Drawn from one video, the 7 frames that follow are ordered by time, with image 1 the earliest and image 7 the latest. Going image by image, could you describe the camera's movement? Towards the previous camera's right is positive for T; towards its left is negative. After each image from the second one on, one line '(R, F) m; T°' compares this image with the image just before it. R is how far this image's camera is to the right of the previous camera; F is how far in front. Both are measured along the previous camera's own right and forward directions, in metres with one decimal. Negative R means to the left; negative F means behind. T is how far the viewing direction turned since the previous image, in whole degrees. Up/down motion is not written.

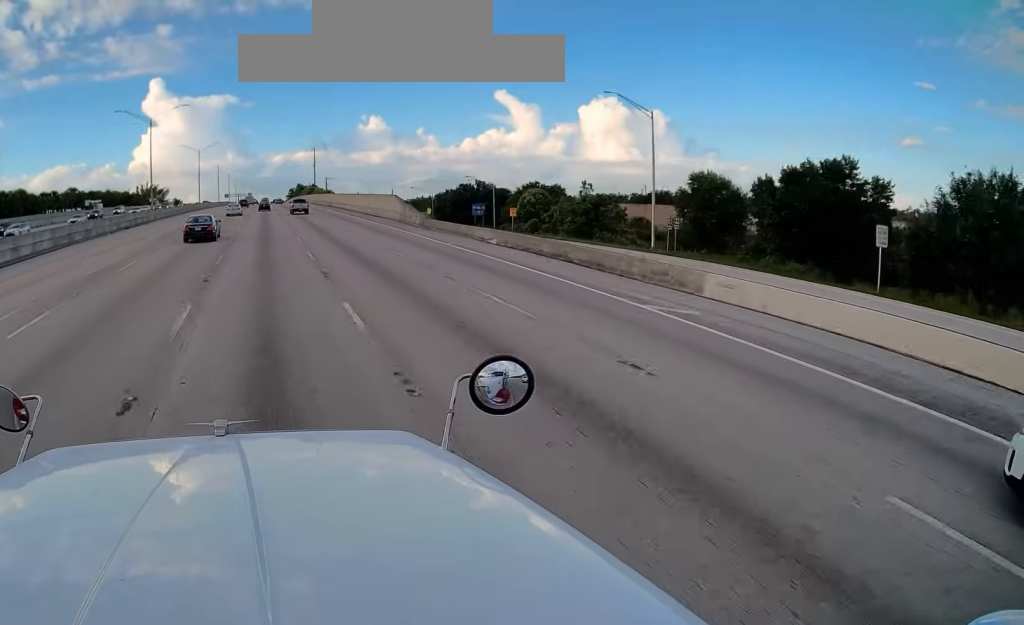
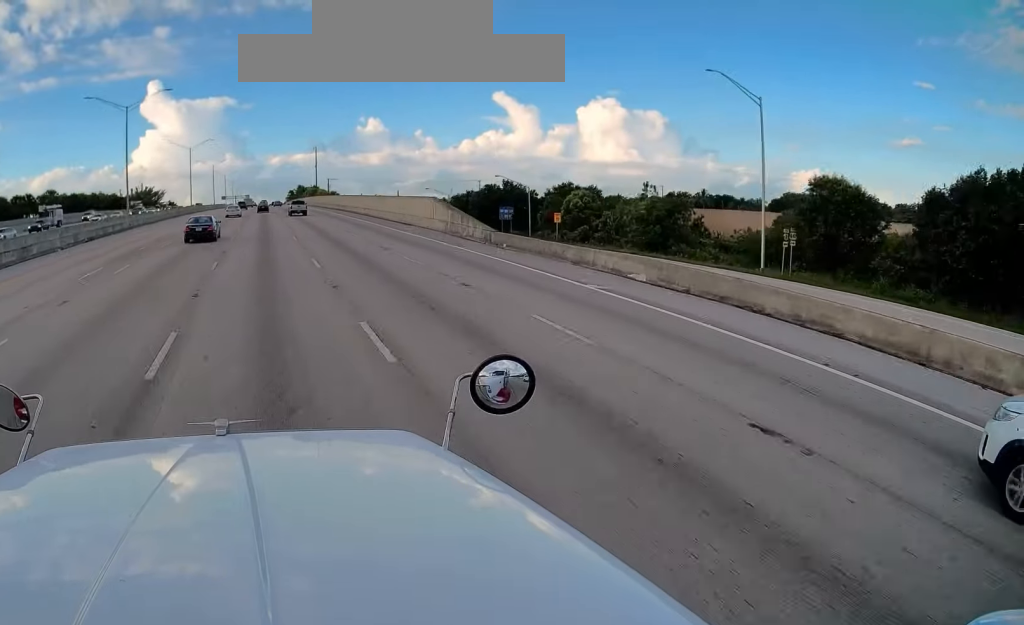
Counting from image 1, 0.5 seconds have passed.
(-0.1, +15.3) m; 0°
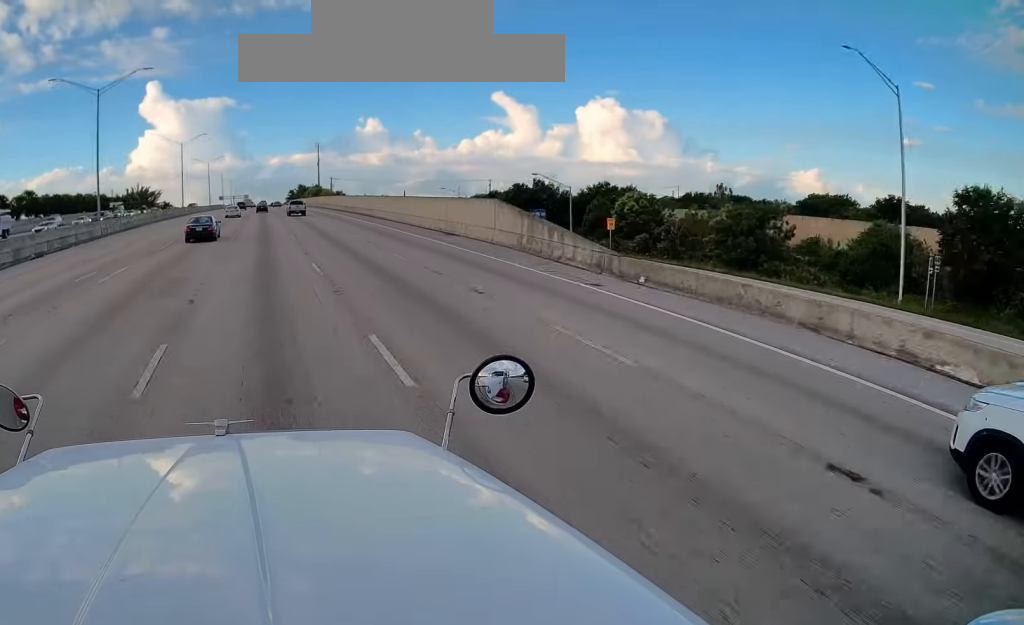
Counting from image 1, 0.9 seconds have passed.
(+0.2, +13.2) m; 0°
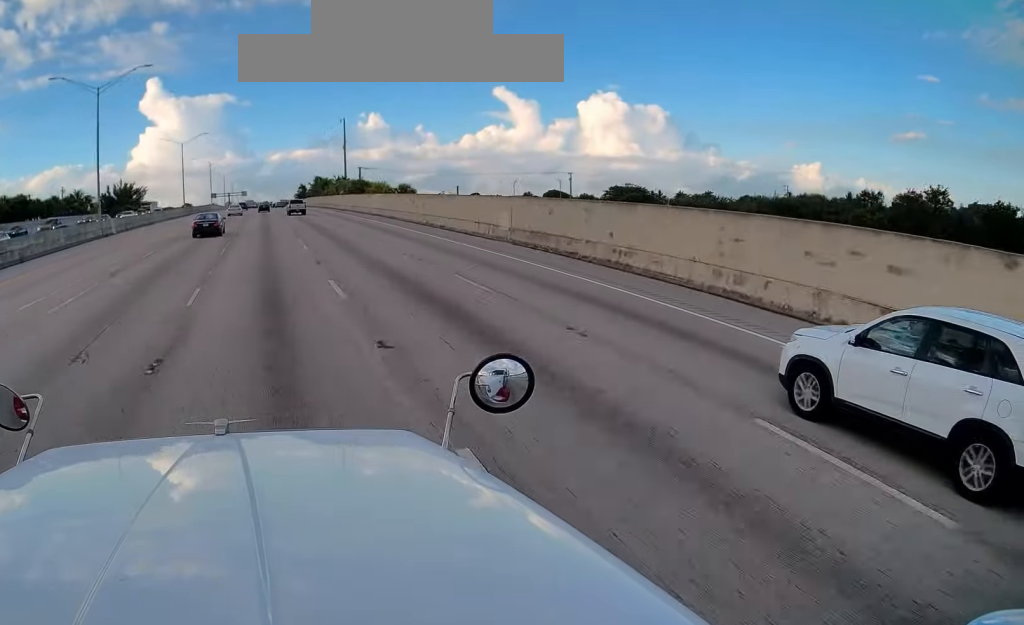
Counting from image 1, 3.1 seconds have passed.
(0.0, +65.5) m; 0°
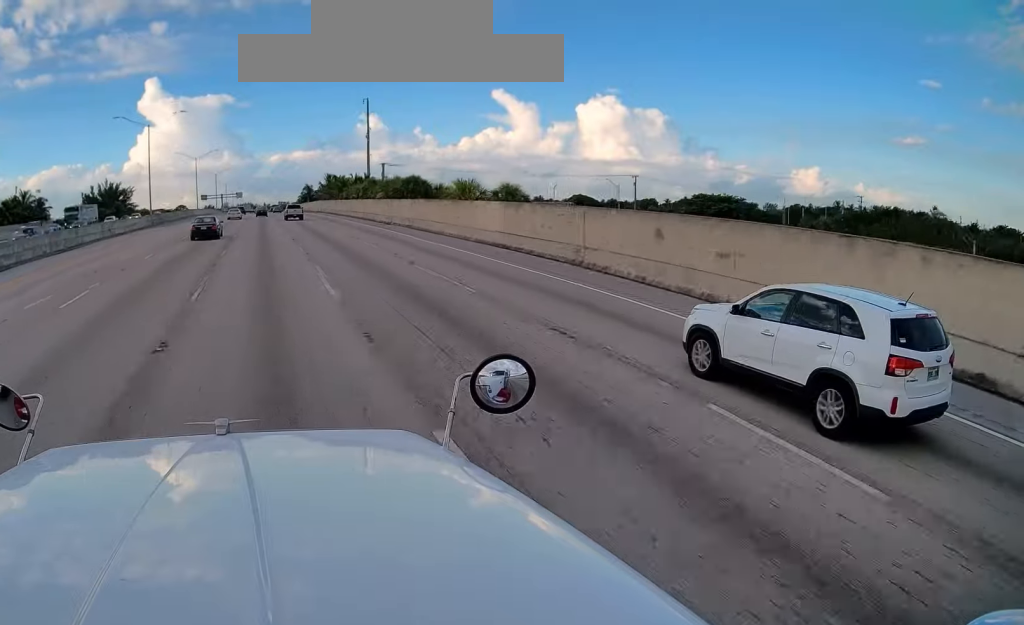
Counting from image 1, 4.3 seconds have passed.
(-0.3, +36.7) m; +1°
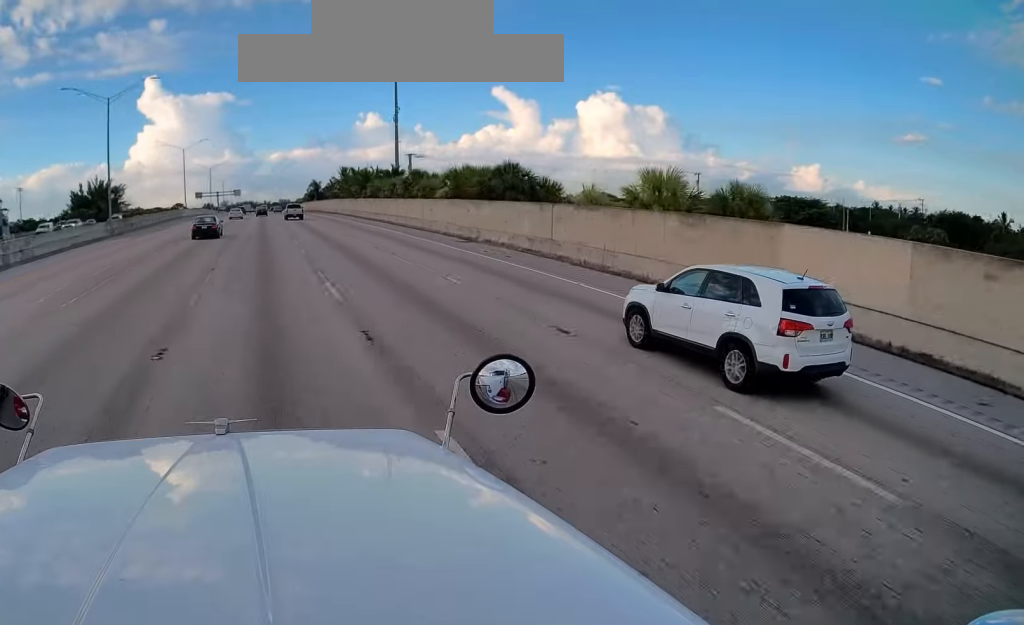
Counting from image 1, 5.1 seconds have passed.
(+0.5, +23.5) m; 0°
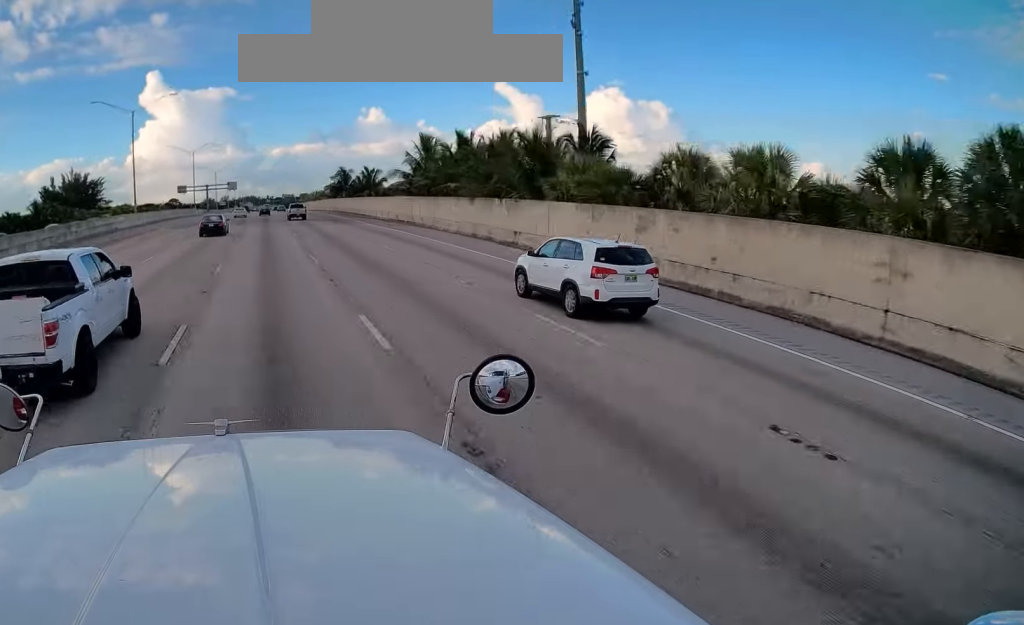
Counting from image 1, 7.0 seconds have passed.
(-0.6, +53.9) m; 0°
